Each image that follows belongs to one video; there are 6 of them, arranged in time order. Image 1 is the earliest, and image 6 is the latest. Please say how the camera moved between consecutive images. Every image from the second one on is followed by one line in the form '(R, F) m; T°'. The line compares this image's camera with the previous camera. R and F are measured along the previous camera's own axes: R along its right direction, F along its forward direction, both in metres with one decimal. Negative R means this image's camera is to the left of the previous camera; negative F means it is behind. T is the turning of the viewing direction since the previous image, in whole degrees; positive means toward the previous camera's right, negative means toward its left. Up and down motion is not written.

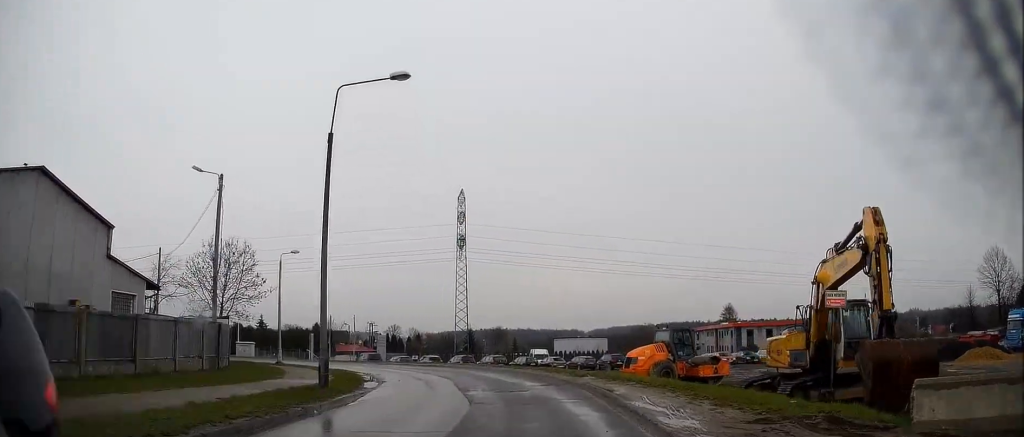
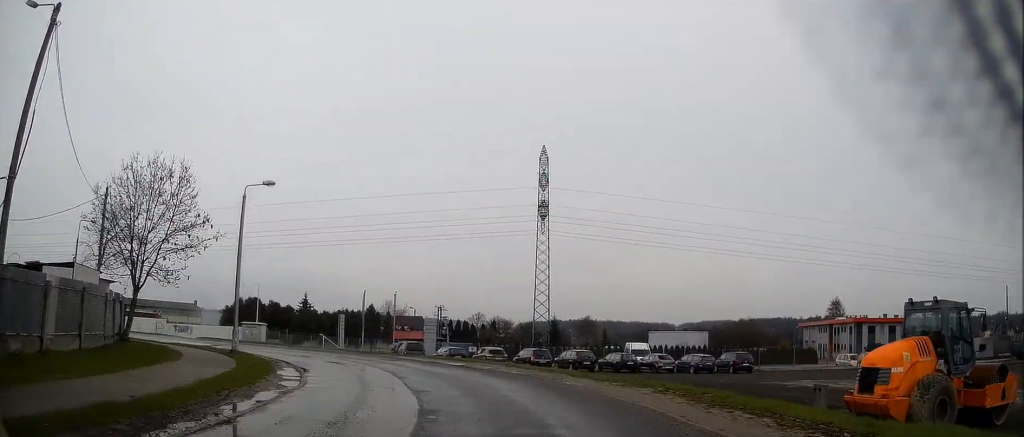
(-0.7, +16.9) m; -7°
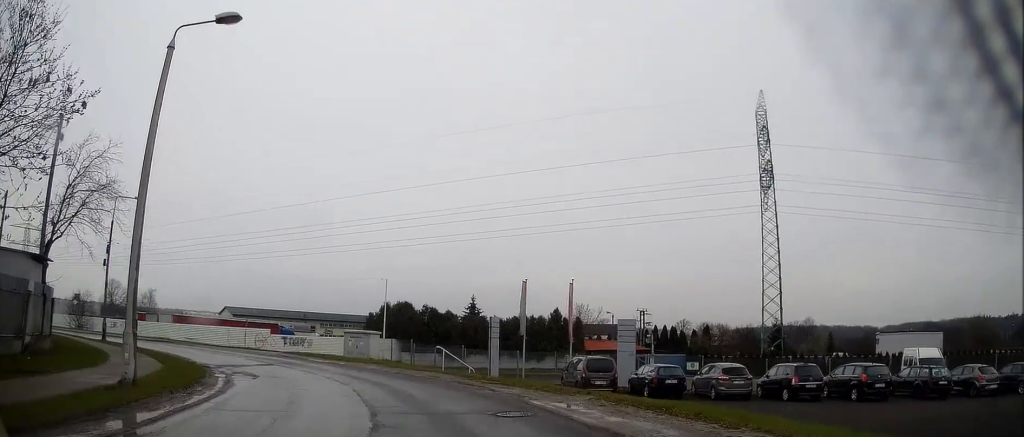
(-2.7, +18.6) m; -19°
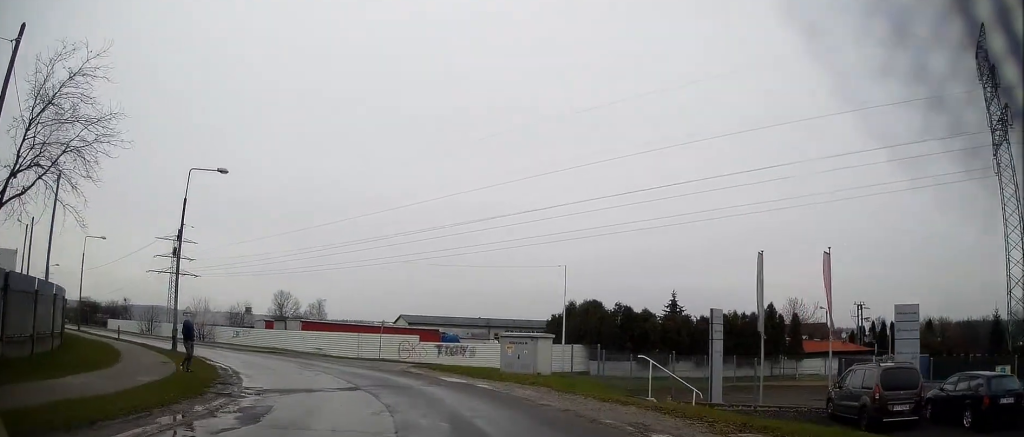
(-1.5, +11.4) m; -18°
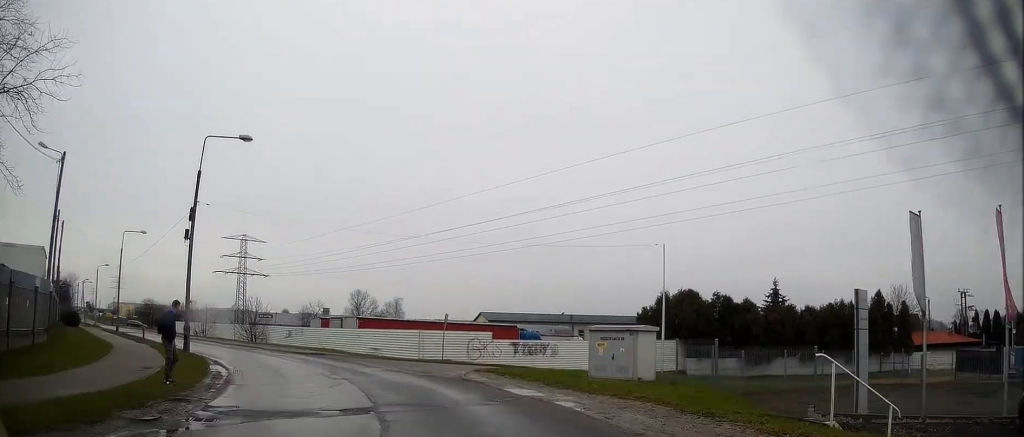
(-0.6, +5.9) m; -10°
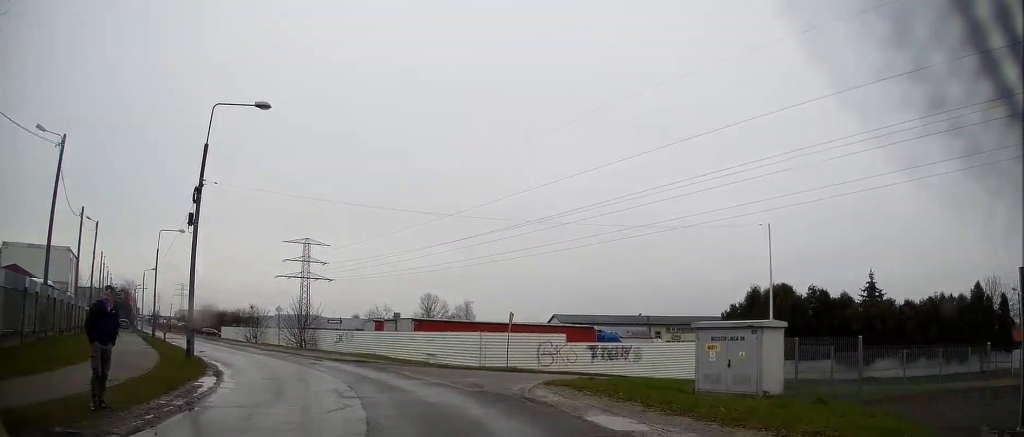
(-0.5, +5.1) m; -7°
